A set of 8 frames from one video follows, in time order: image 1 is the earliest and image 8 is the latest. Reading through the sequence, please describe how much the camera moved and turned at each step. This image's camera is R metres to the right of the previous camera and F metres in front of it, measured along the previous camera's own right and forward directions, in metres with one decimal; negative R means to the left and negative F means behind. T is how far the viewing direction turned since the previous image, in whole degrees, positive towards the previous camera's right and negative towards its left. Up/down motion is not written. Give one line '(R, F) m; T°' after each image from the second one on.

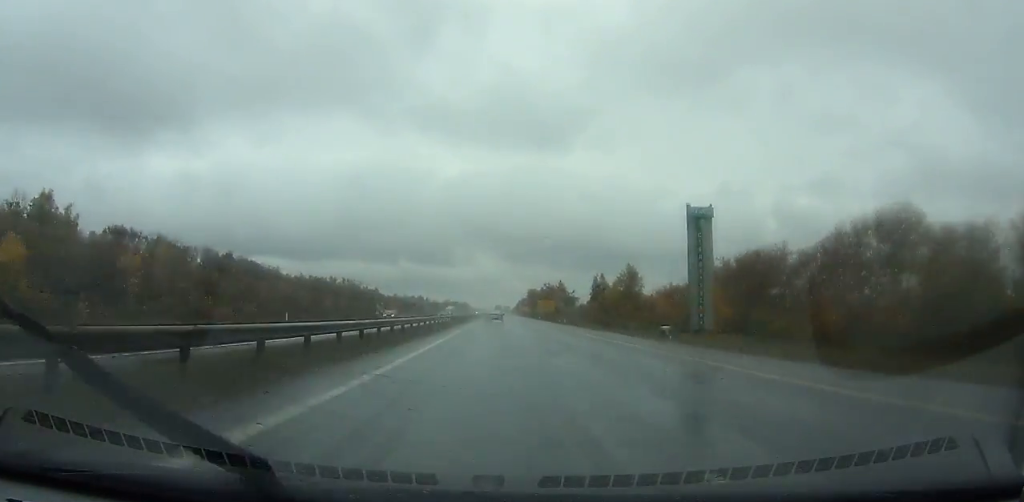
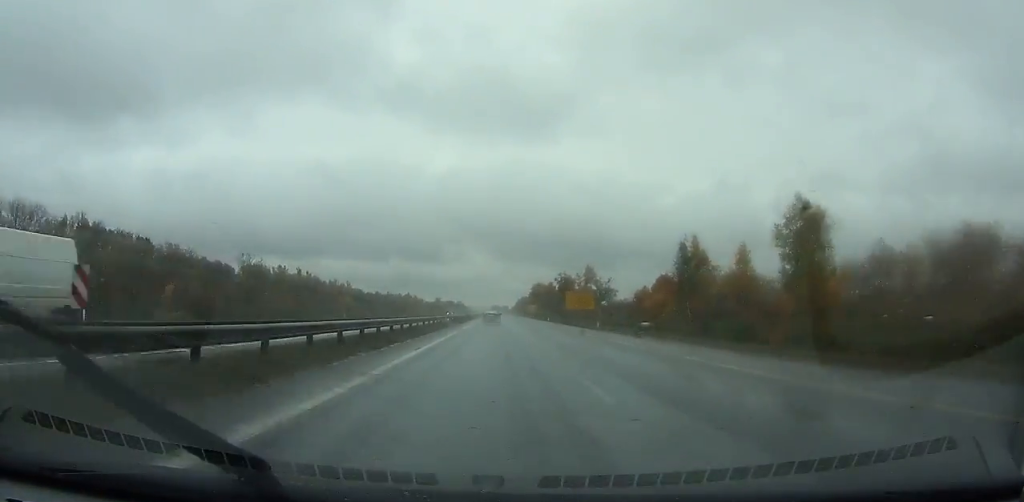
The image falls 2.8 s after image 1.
(0.0, +77.6) m; 0°
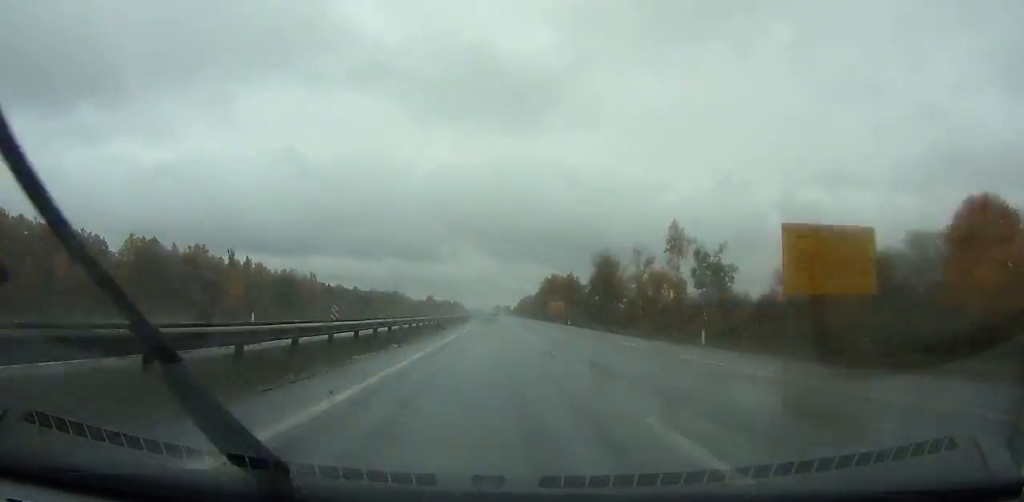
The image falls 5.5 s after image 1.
(+0.3, +75.9) m; 0°
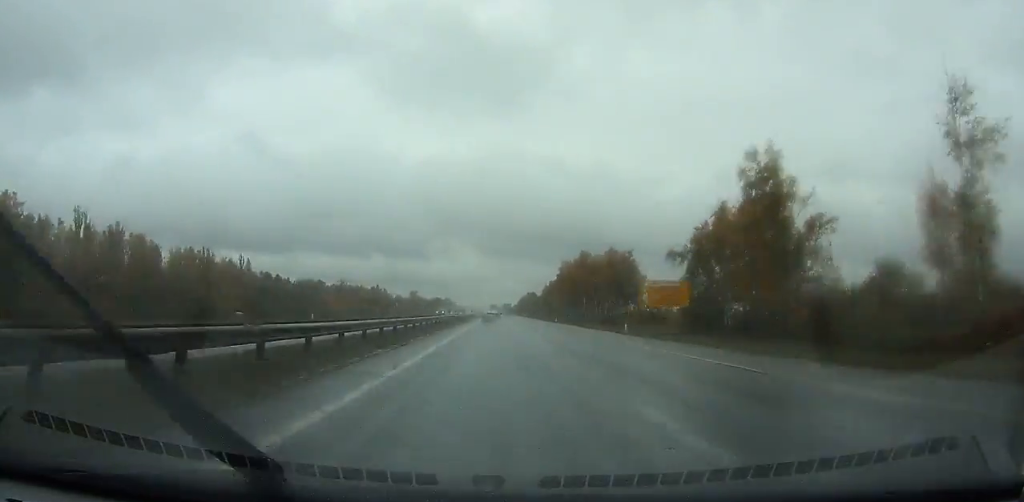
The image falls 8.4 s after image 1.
(-0.2, +82.8) m; 0°
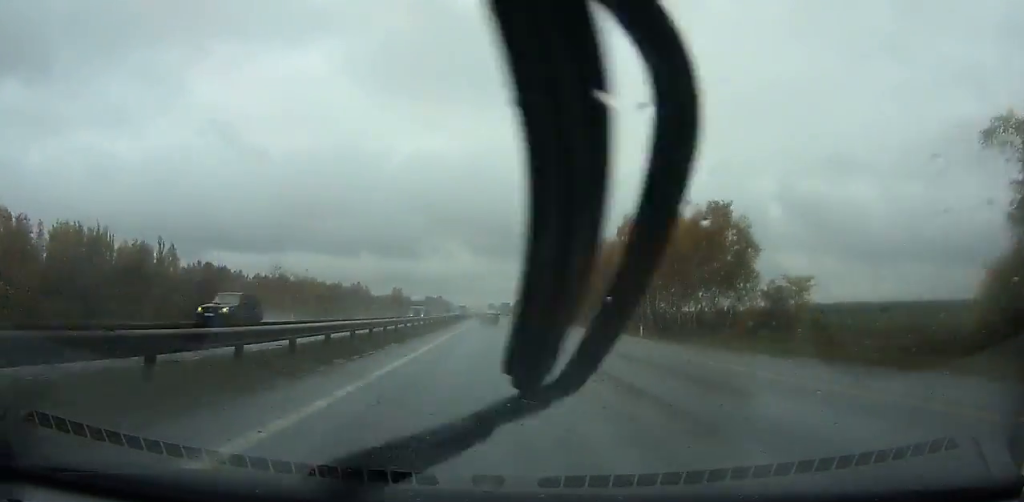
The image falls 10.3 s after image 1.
(+0.1, +54.8) m; 0°
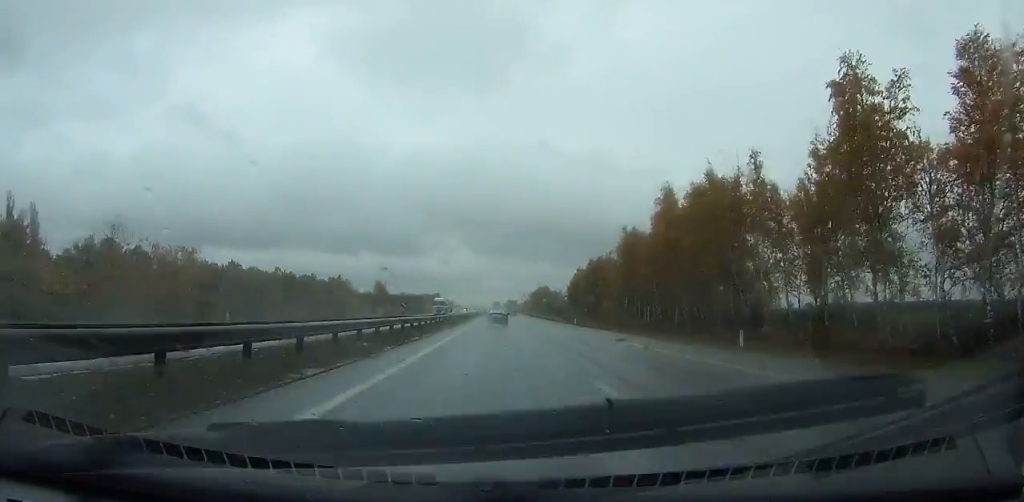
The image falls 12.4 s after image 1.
(0.0, +60.6) m; 0°
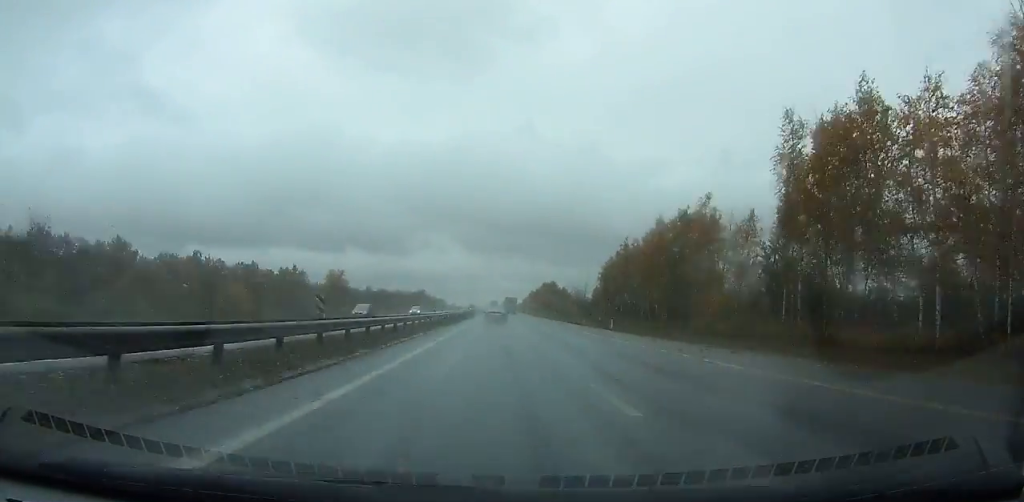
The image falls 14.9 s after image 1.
(0.0, +72.0) m; 0°
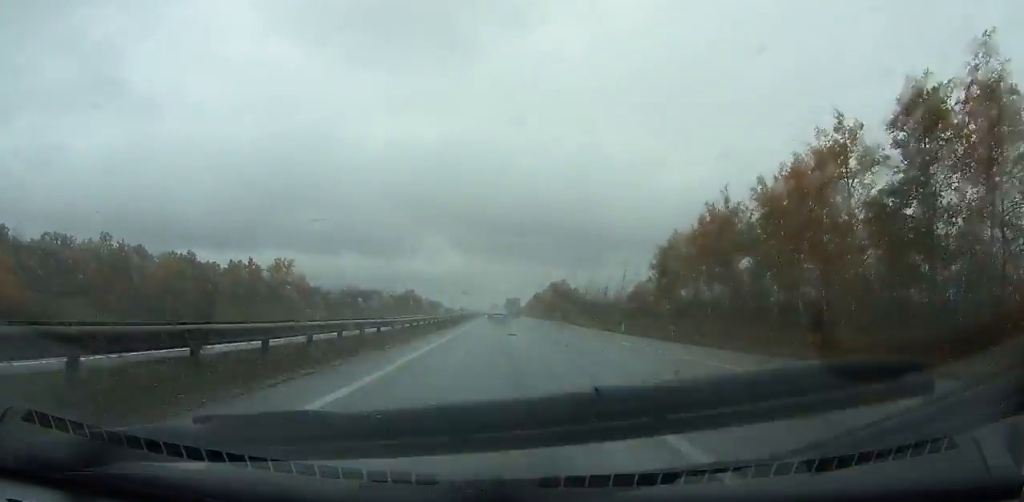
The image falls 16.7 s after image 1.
(+0.2, +51.6) m; 0°
